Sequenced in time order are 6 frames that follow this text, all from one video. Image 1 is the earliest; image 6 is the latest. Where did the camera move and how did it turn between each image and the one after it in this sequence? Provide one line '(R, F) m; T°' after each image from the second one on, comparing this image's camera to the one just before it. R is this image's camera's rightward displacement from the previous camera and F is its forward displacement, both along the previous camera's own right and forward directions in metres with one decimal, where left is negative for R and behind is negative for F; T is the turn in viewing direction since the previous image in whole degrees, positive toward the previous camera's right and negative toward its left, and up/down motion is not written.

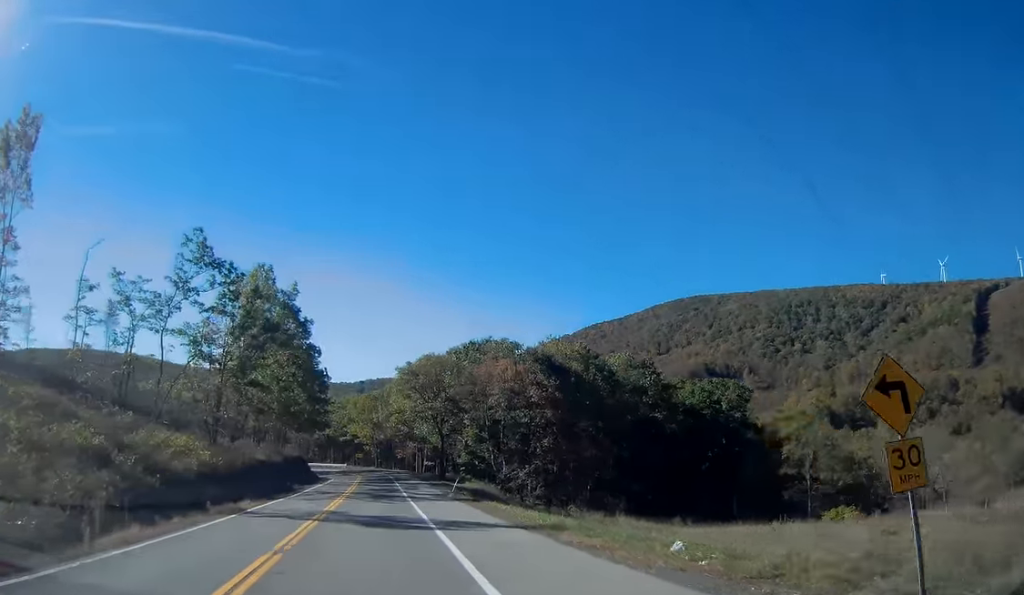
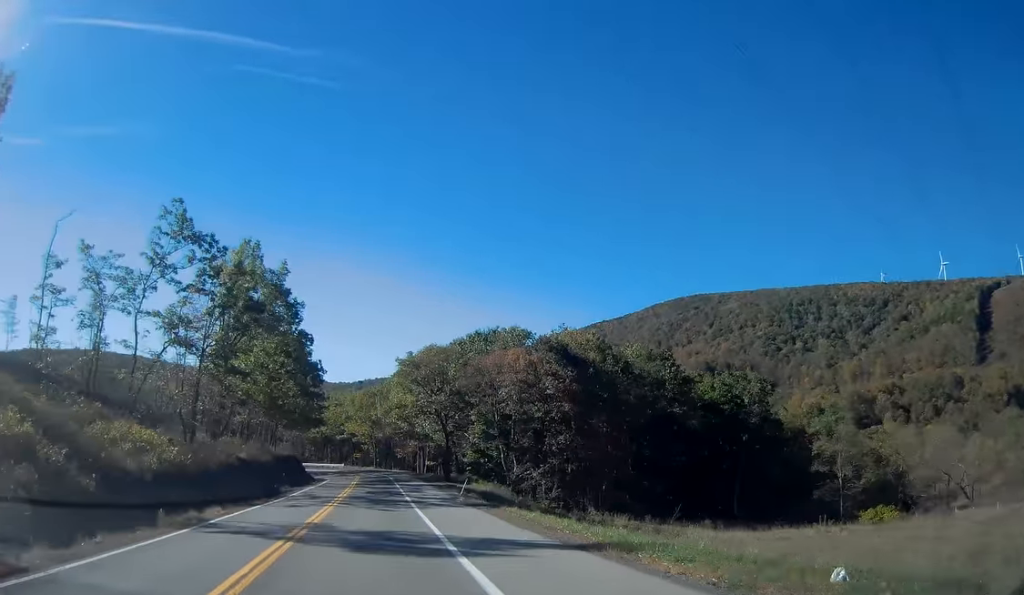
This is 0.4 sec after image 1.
(0.0, +6.1) m; 0°
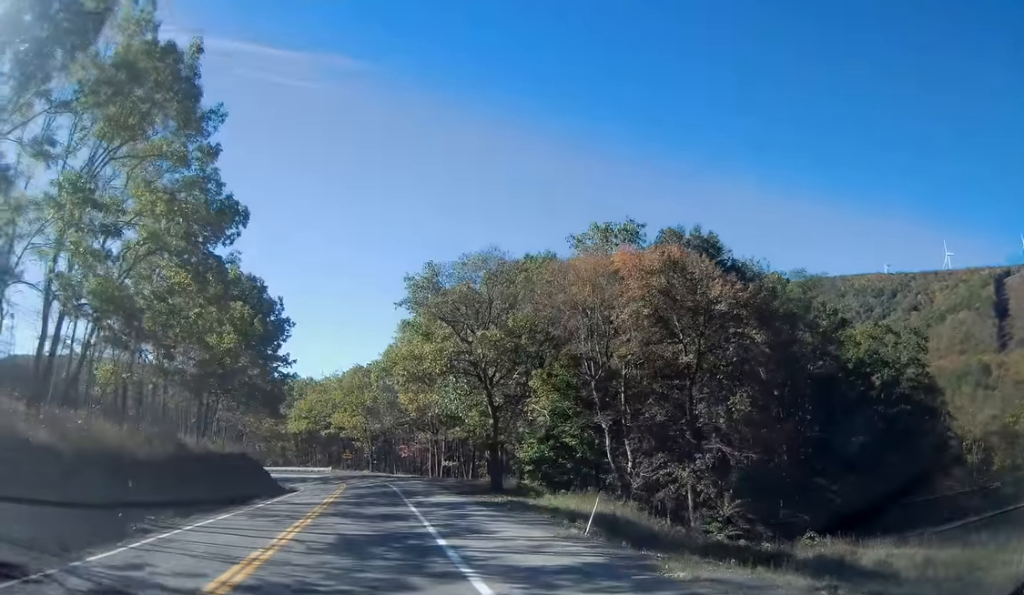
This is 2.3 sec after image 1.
(-0.1, +29.5) m; 0°
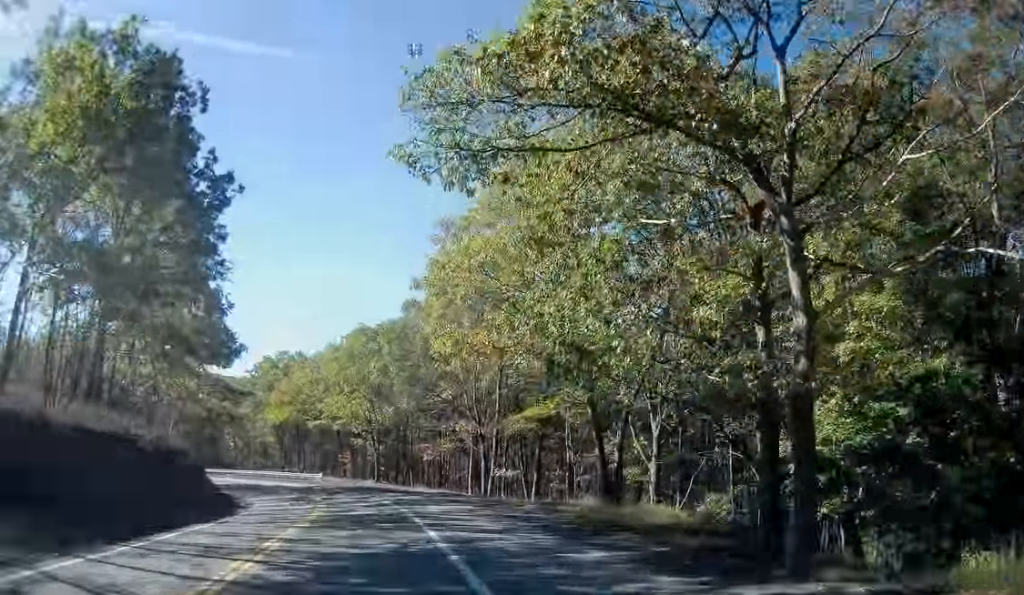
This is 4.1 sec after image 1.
(-0.2, +28.2) m; -1°
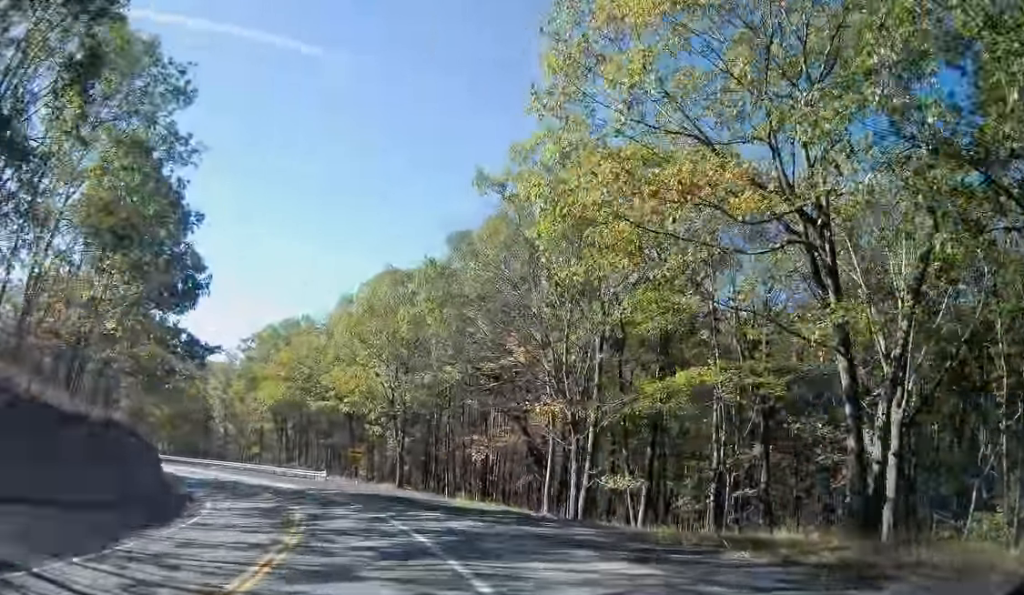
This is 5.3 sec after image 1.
(0.0, +17.4) m; -2°
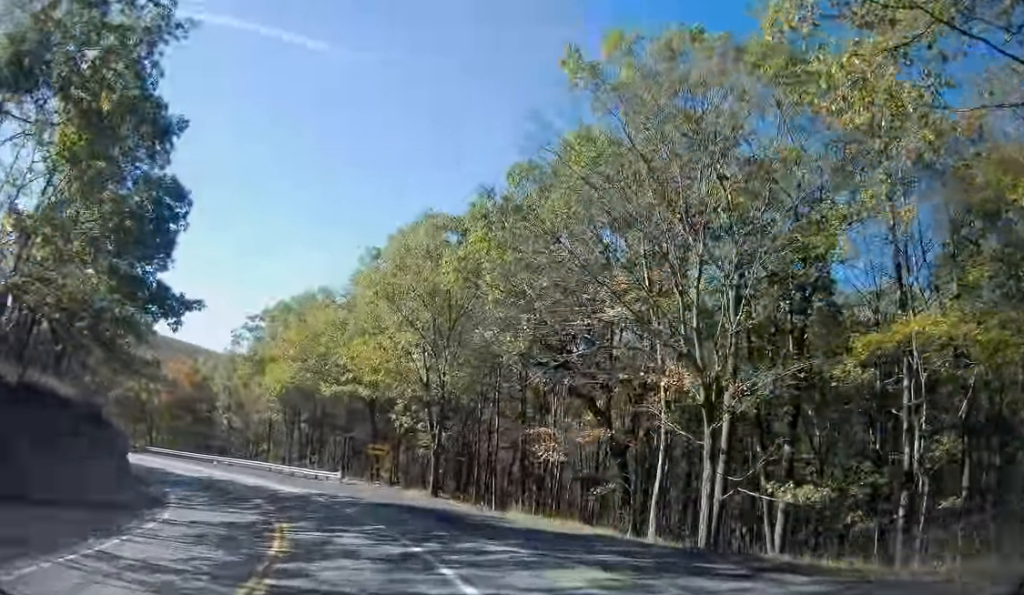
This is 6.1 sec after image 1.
(-0.2, +10.1) m; -3°
